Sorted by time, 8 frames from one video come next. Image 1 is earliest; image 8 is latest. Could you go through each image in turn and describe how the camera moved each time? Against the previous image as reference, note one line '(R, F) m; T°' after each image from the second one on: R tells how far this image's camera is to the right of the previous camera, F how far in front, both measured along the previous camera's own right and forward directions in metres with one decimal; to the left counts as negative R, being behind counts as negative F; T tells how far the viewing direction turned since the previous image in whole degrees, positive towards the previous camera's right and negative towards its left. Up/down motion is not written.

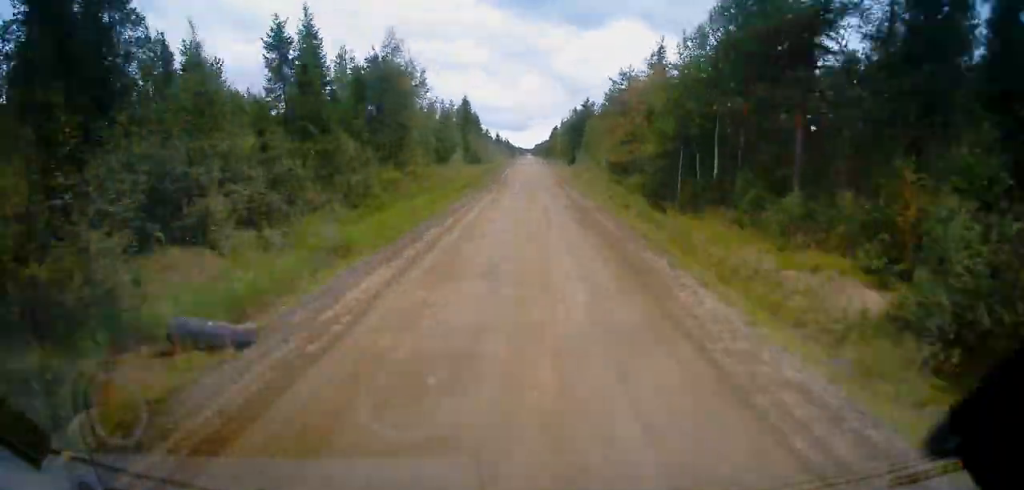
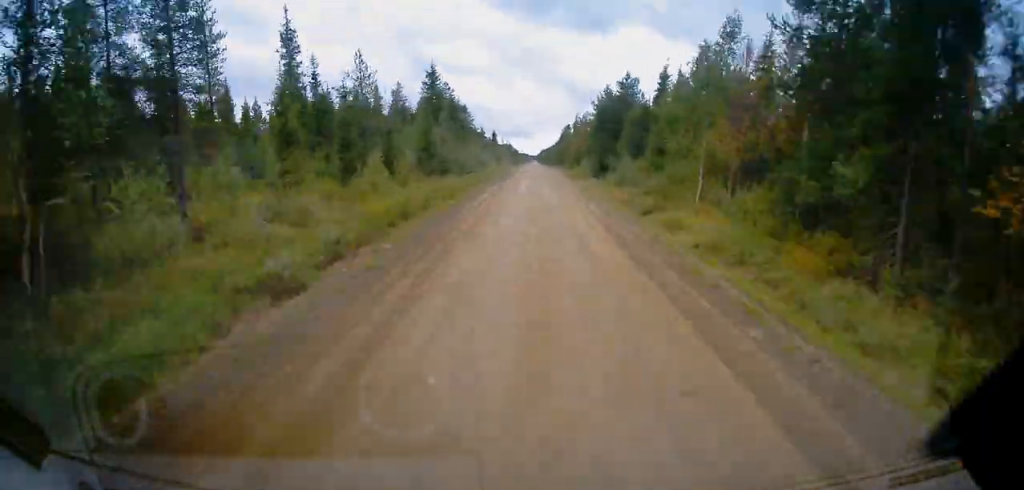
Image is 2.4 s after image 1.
(-0.2, +32.6) m; 0°
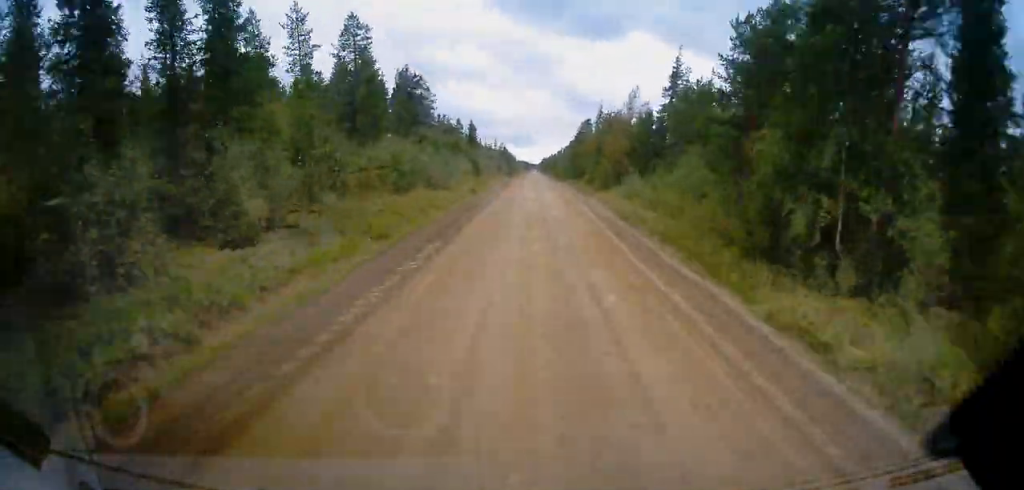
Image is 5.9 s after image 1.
(-0.2, +47.0) m; 0°
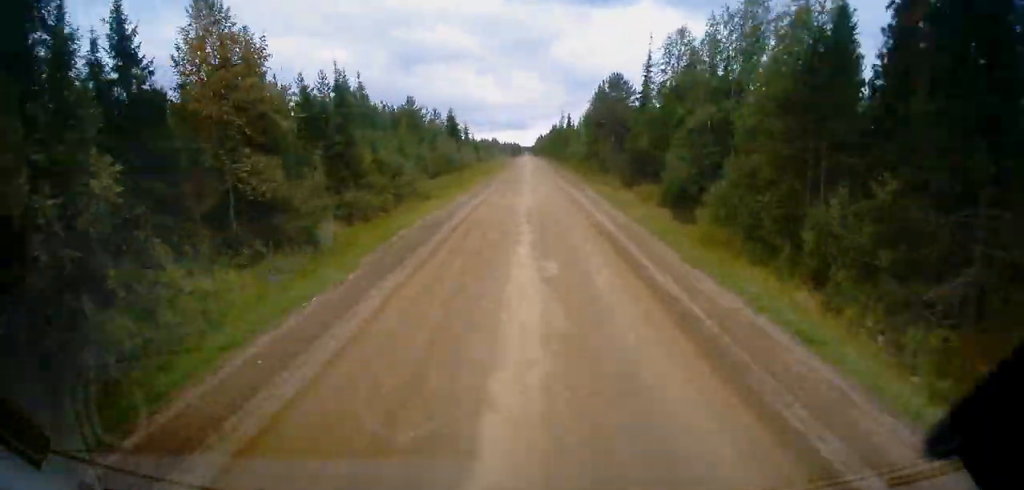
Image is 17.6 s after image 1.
(+1.5, +157.5) m; +1°
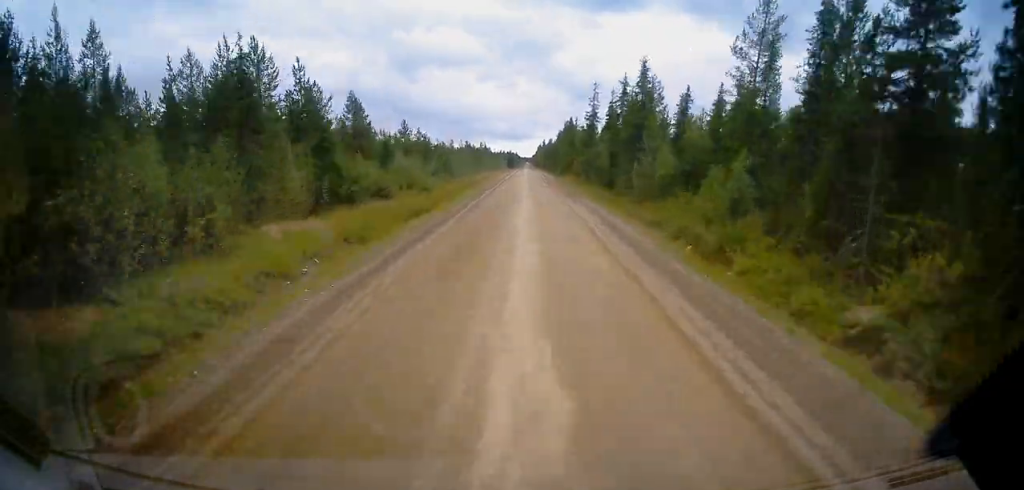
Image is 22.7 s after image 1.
(+0.2, +67.8) m; 0°
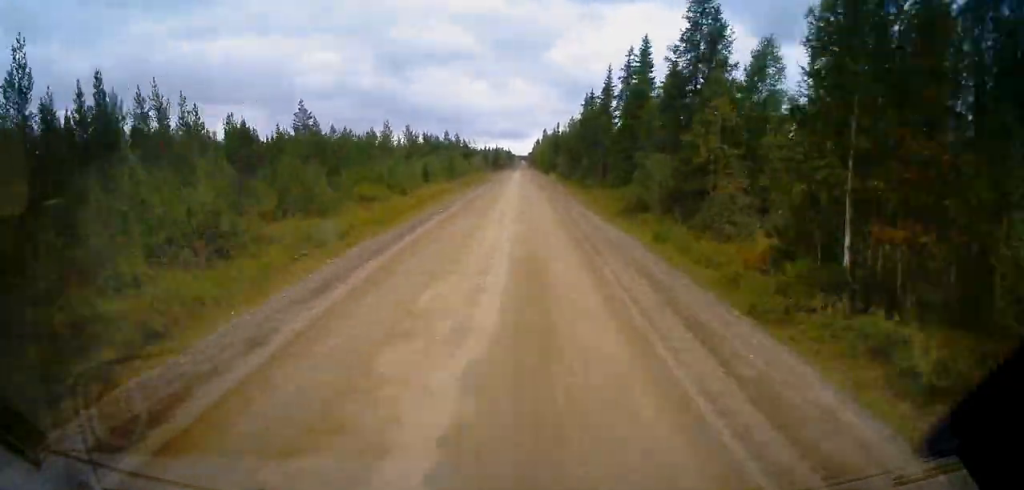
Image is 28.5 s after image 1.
(-0.4, +75.7) m; -1°
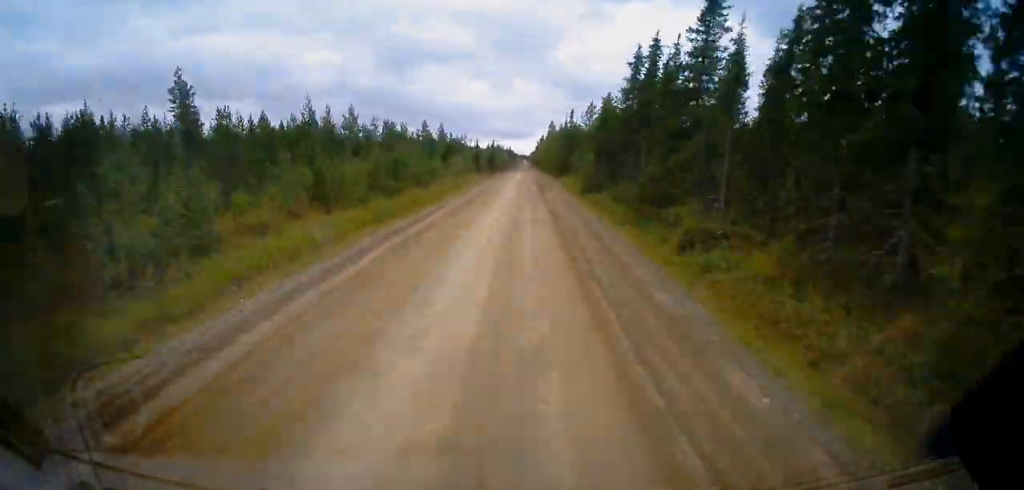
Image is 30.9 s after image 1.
(0.0, +29.7) m; 0°
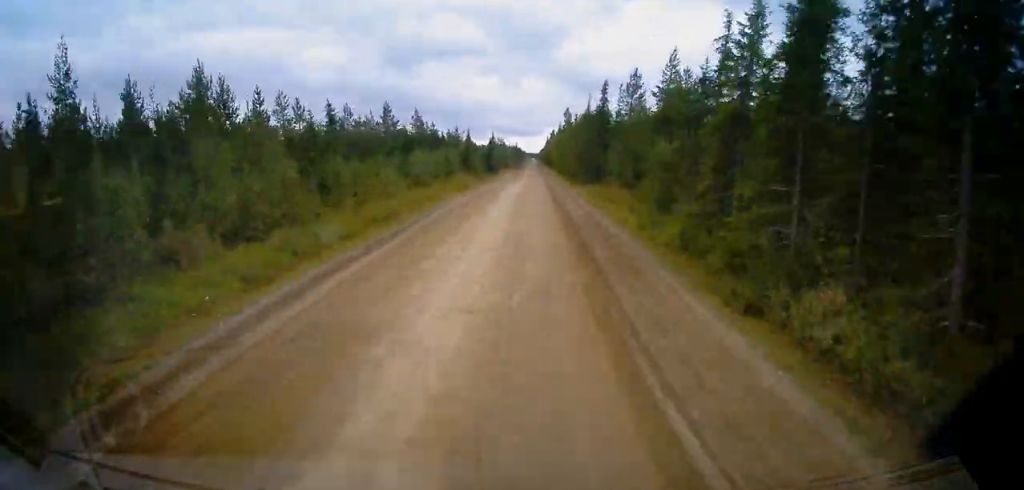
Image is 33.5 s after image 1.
(-0.1, +29.9) m; 0°
